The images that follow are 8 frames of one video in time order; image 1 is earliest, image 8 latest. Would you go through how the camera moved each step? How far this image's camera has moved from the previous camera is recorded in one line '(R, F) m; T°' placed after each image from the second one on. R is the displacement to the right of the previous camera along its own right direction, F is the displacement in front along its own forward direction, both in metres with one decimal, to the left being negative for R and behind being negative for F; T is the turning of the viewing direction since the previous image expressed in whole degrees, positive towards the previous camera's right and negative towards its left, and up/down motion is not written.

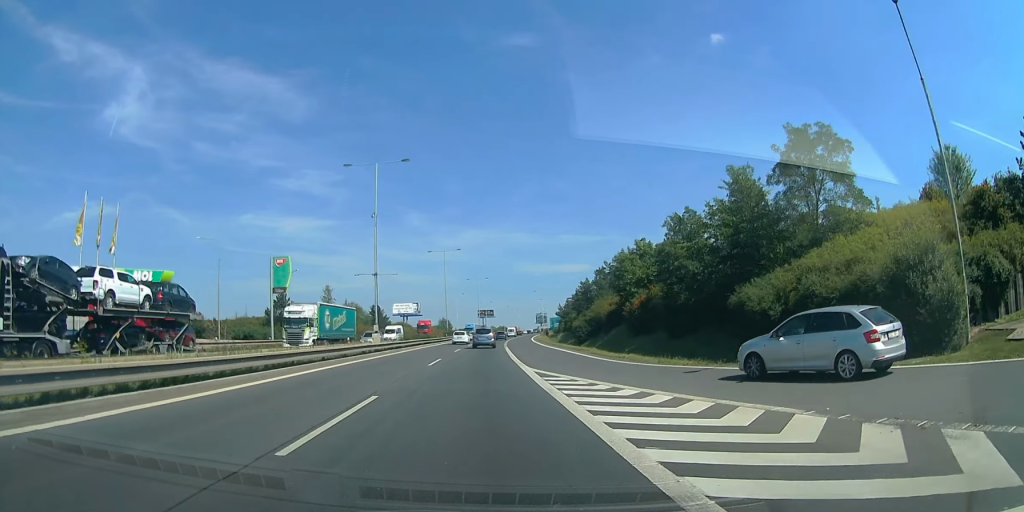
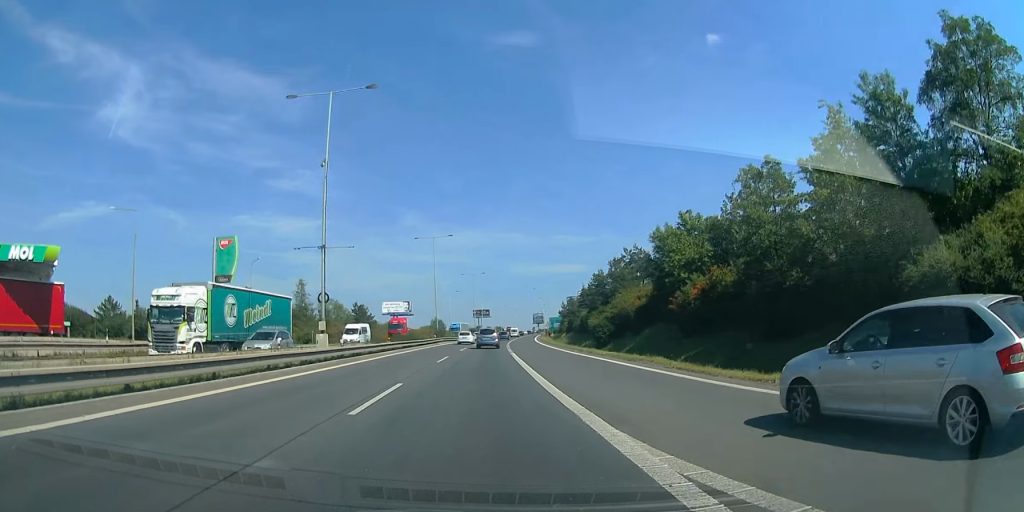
(+0.3, +16.3) m; 0°
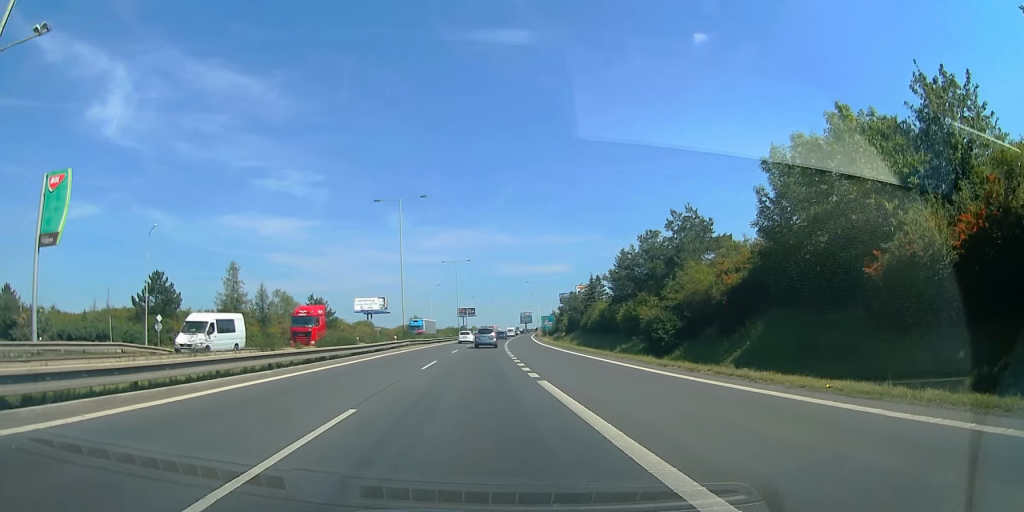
(-0.3, +25.1) m; -1°
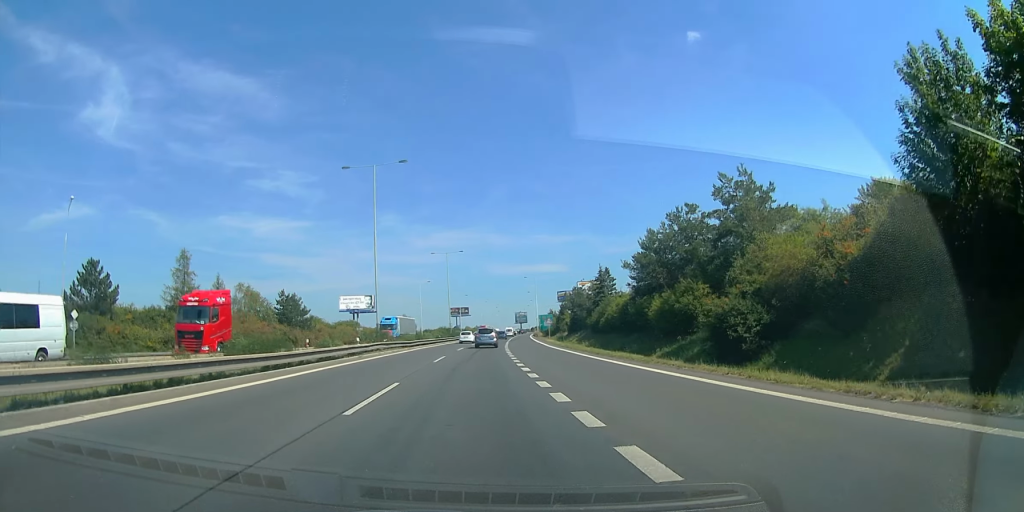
(-0.2, +13.8) m; +1°
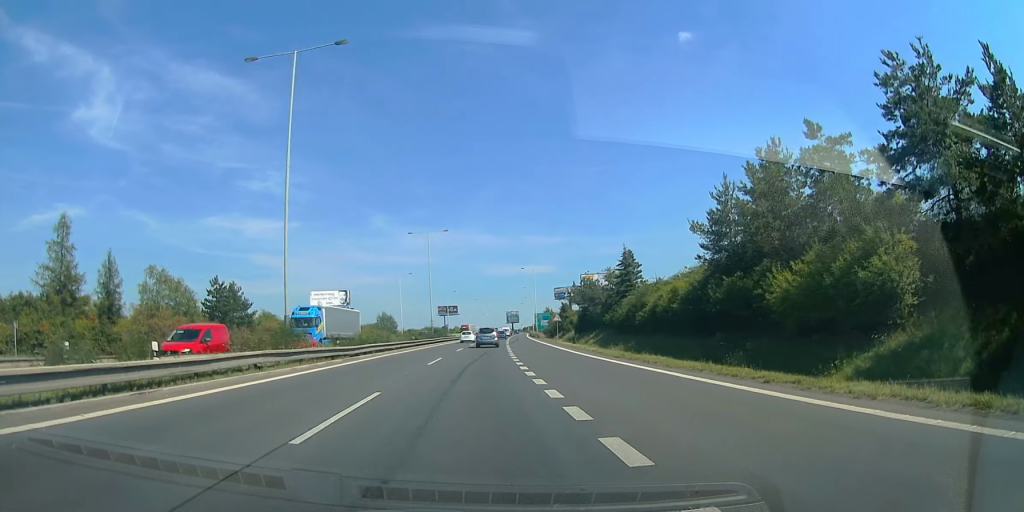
(+0.4, +22.4) m; +2°
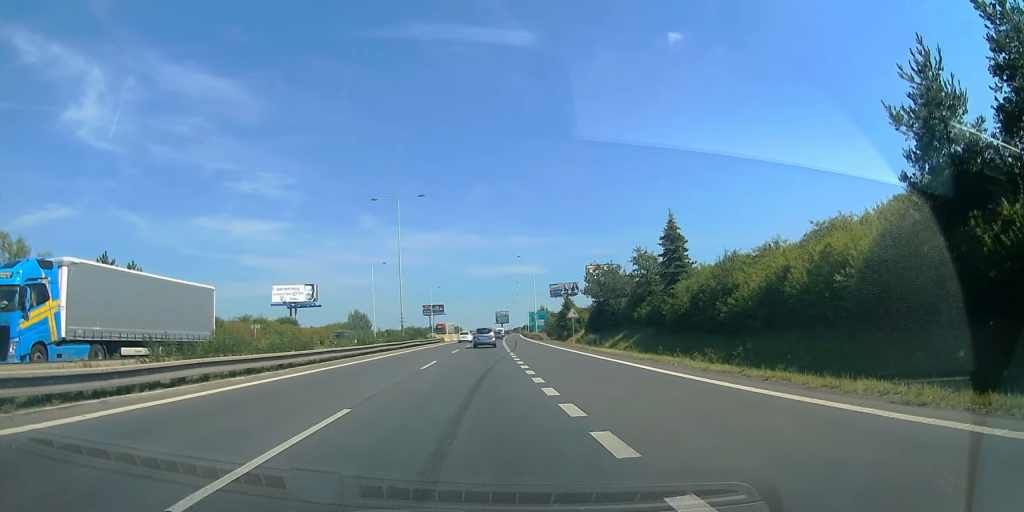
(+0.3, +21.8) m; +1°
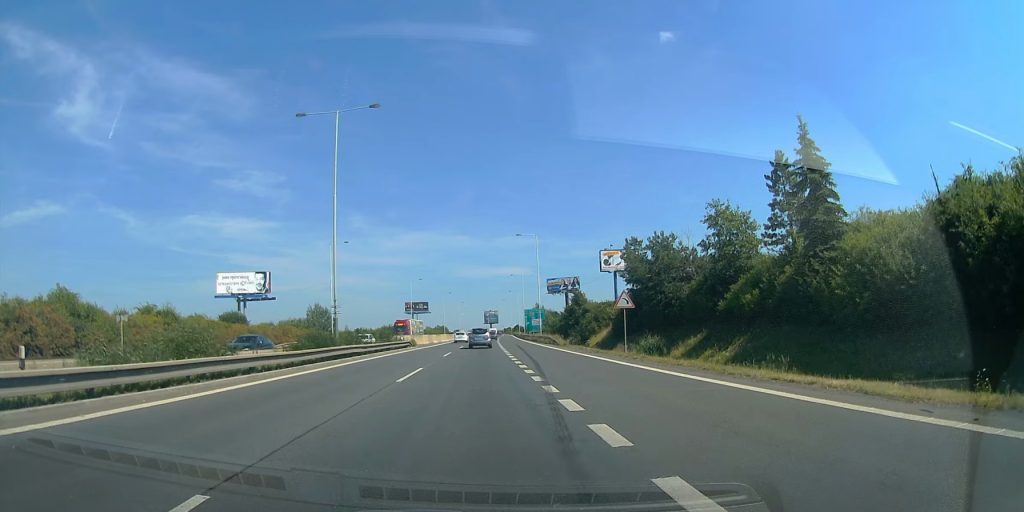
(0.0, +24.0) m; 0°
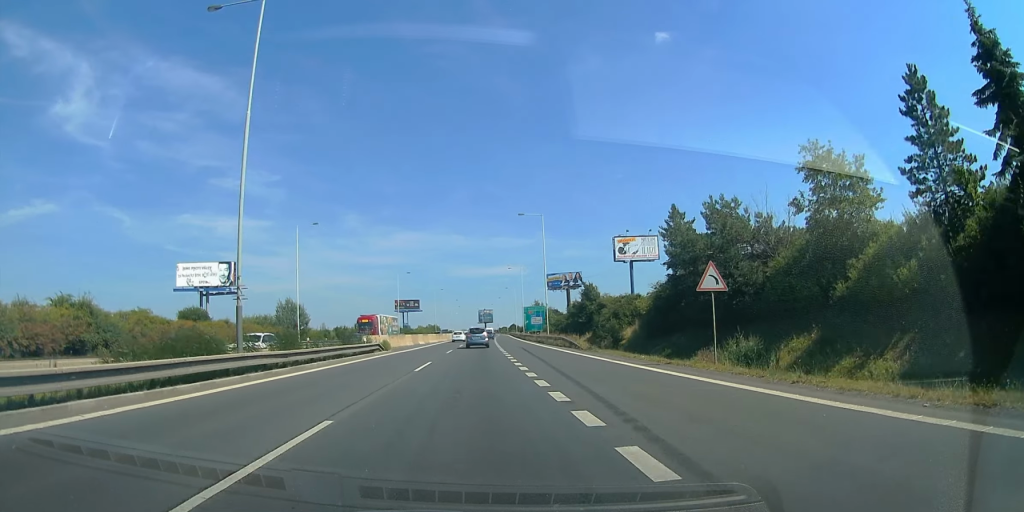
(0.0, +13.7) m; 0°
